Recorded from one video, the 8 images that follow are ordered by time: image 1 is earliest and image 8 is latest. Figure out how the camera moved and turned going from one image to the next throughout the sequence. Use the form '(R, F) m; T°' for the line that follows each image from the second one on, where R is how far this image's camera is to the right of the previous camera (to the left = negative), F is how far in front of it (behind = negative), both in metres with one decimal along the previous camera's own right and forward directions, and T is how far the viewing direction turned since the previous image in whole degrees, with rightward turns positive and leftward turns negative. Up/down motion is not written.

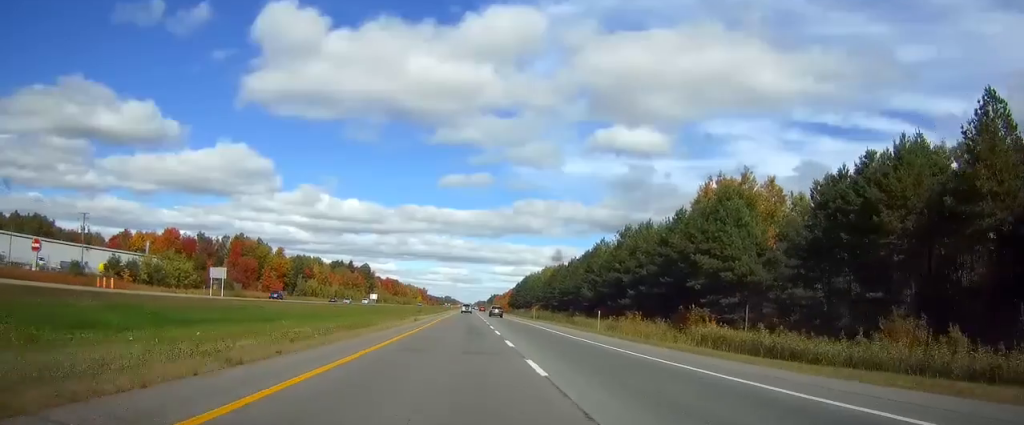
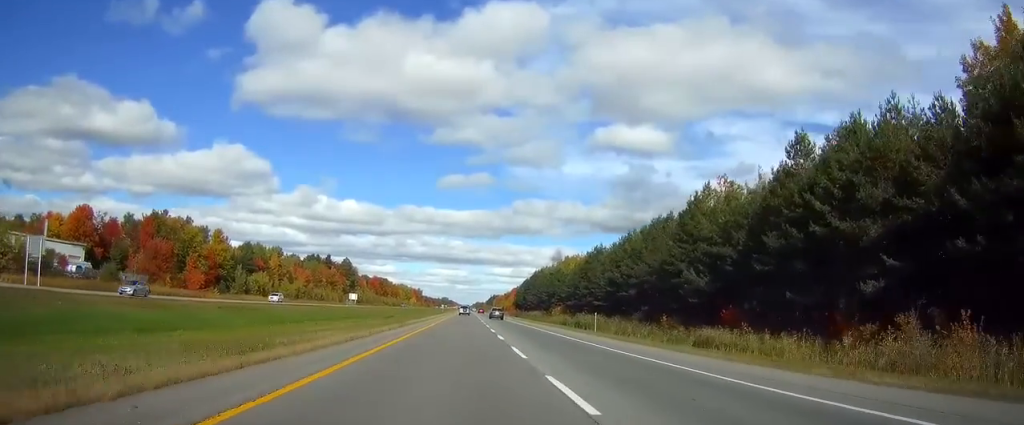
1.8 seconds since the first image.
(0.0, +58.5) m; 0°
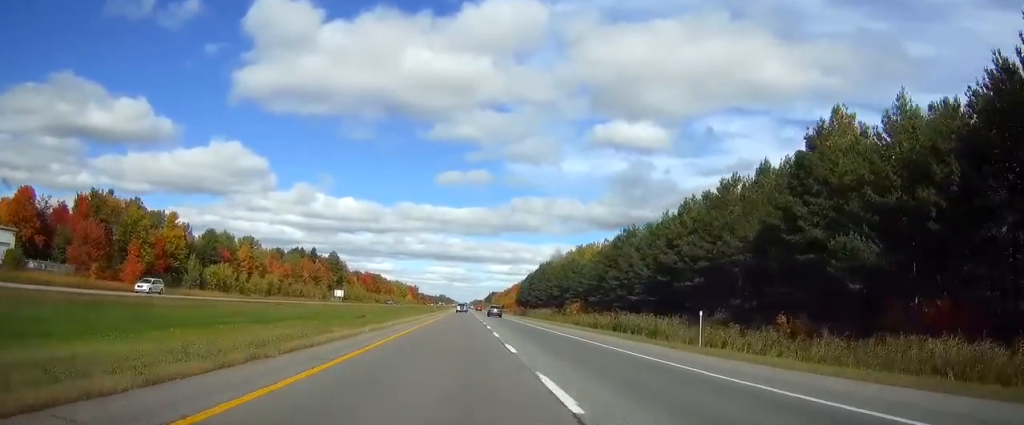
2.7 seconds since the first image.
(0.0, +28.3) m; 0°
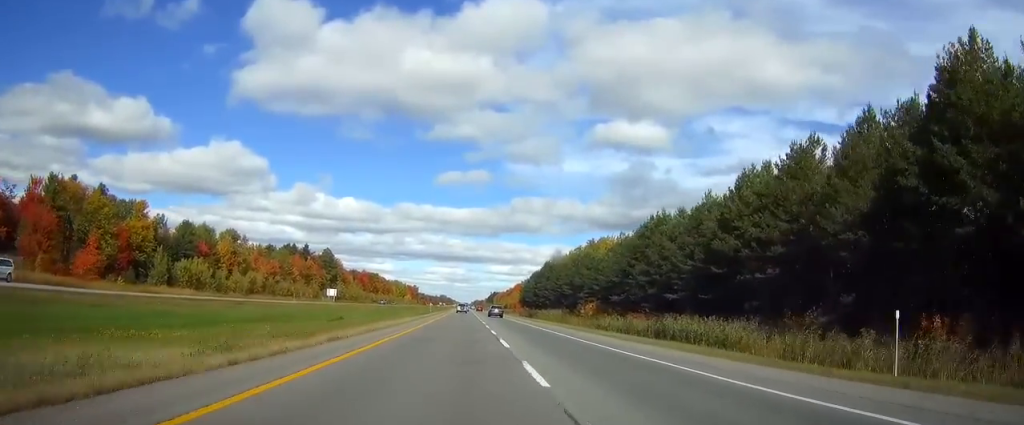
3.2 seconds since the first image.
(0.0, +16.3) m; 0°
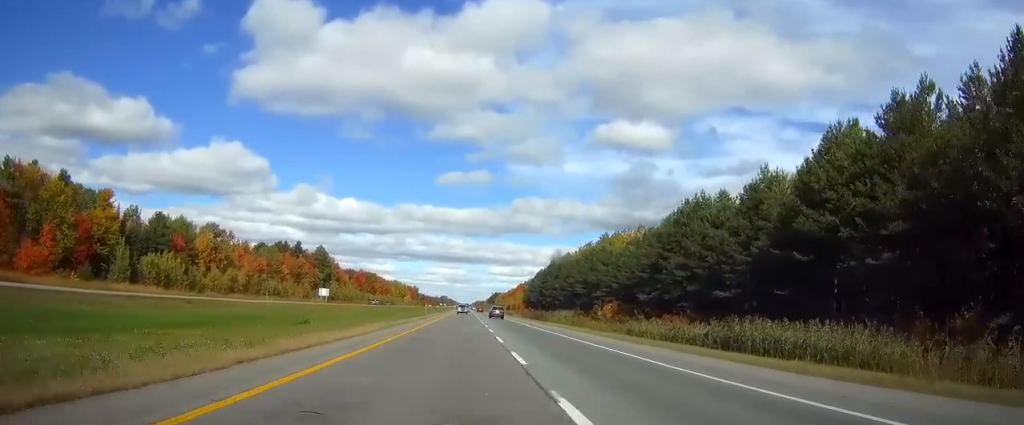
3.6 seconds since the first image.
(0.0, +15.2) m; 0°
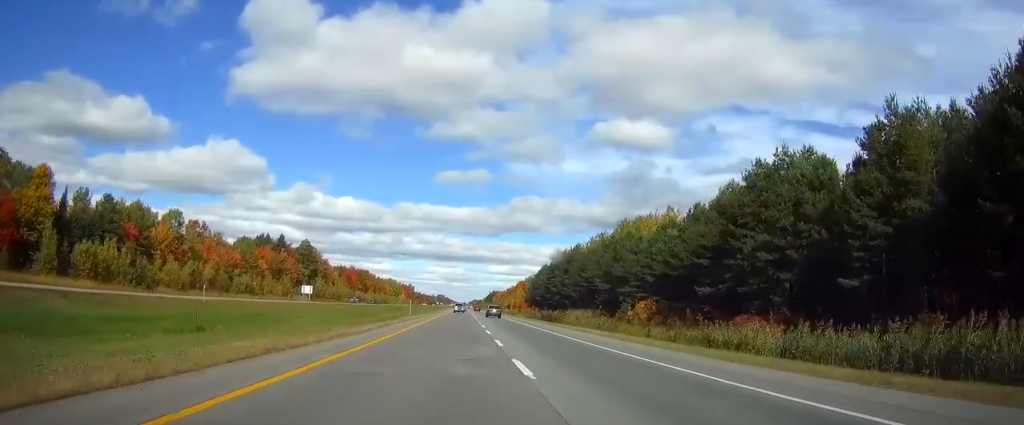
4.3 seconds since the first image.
(0.0, +21.8) m; 0°
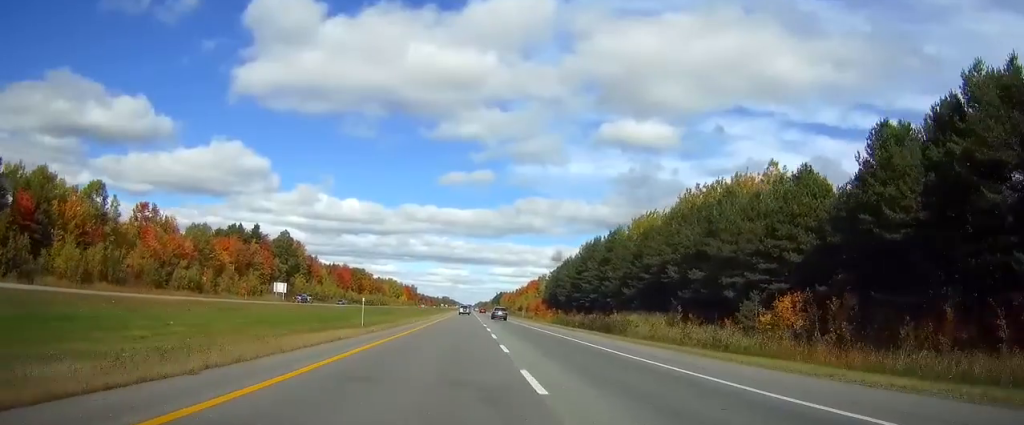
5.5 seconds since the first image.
(0.0, +38.2) m; 0°
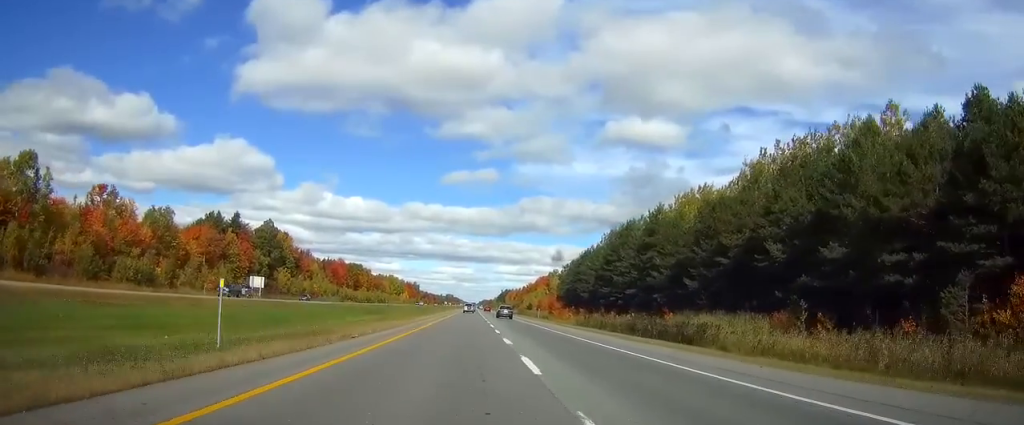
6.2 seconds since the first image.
(0.0, +24.0) m; 0°
